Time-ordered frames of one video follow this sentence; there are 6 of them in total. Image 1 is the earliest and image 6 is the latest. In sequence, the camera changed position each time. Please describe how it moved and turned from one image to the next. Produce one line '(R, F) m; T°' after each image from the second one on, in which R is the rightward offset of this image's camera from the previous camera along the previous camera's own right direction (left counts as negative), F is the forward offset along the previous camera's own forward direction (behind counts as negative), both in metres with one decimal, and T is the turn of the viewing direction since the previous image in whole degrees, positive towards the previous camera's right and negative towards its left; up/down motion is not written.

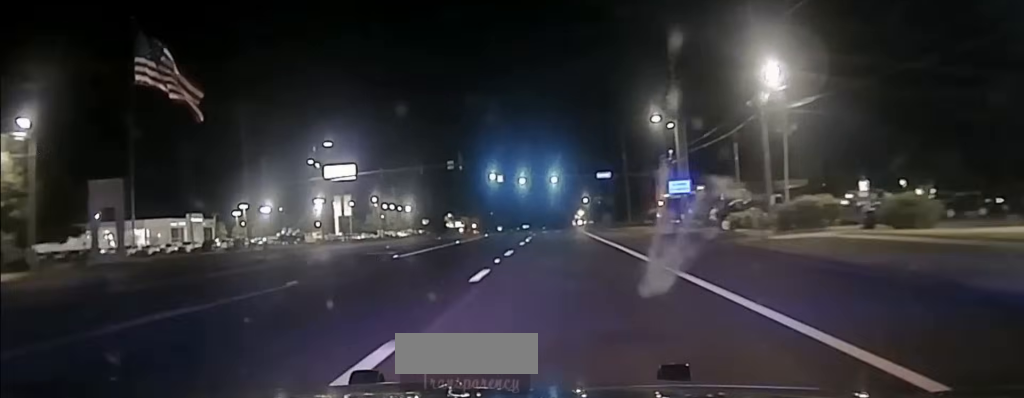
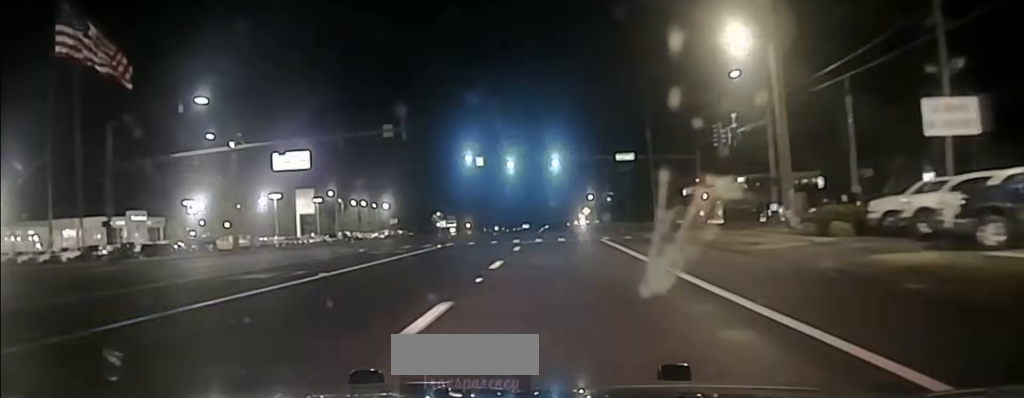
(-0.1, +41.3) m; 0°
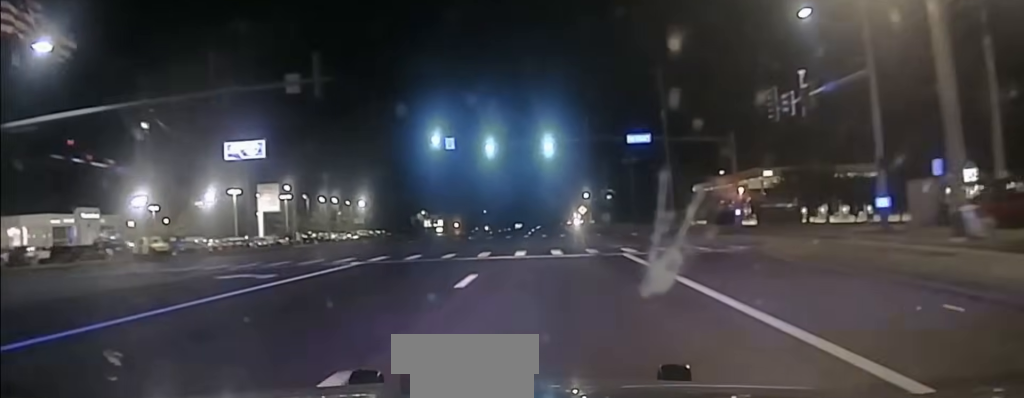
(0.0, +22.3) m; +1°
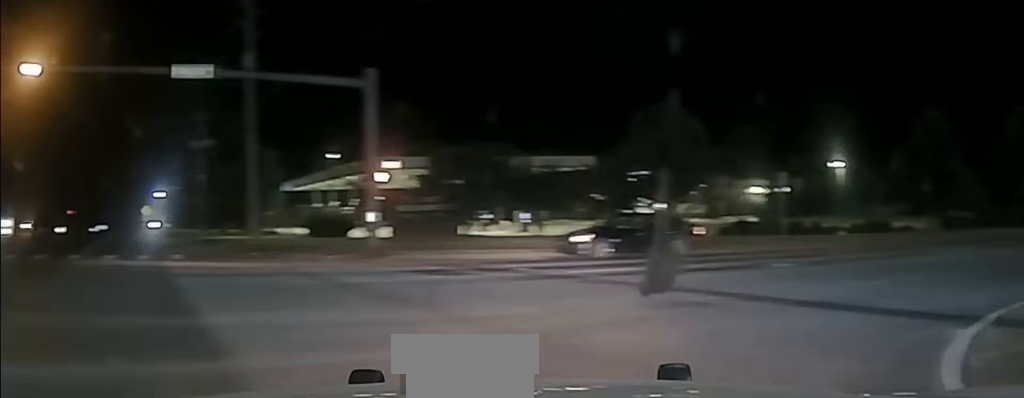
(+2.4, +32.2) m; +21°
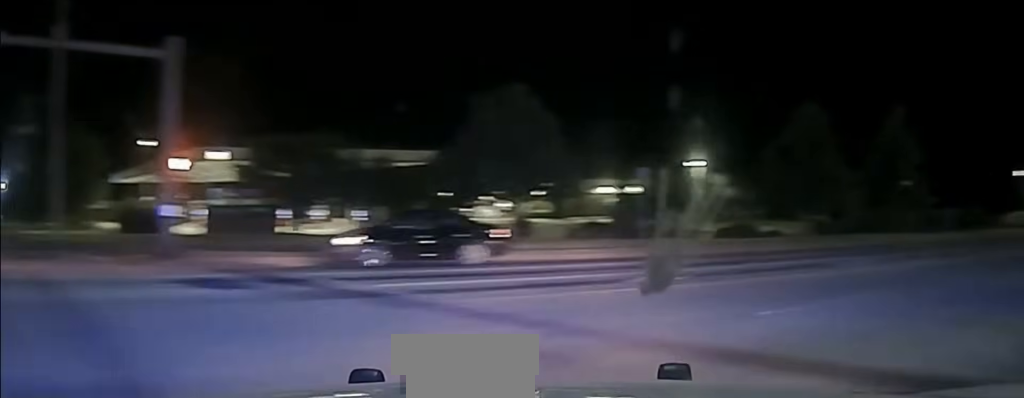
(-0.1, +5.2) m; +12°
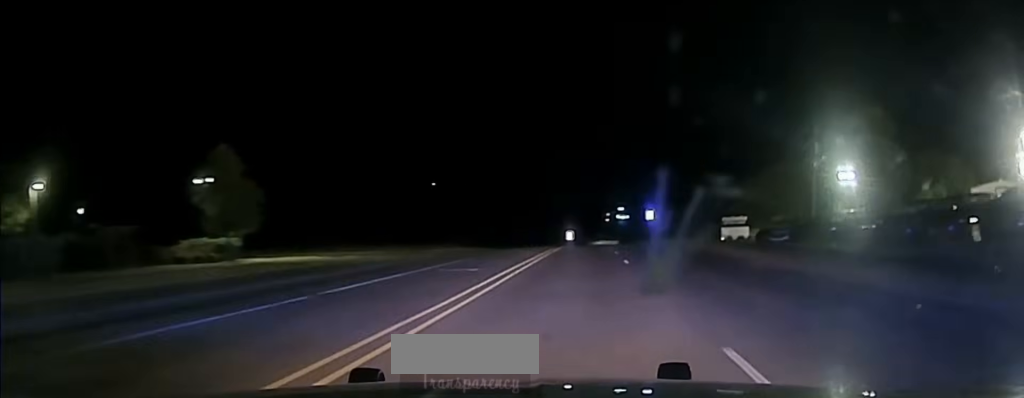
(+13.3, +21.0) m; +51°
